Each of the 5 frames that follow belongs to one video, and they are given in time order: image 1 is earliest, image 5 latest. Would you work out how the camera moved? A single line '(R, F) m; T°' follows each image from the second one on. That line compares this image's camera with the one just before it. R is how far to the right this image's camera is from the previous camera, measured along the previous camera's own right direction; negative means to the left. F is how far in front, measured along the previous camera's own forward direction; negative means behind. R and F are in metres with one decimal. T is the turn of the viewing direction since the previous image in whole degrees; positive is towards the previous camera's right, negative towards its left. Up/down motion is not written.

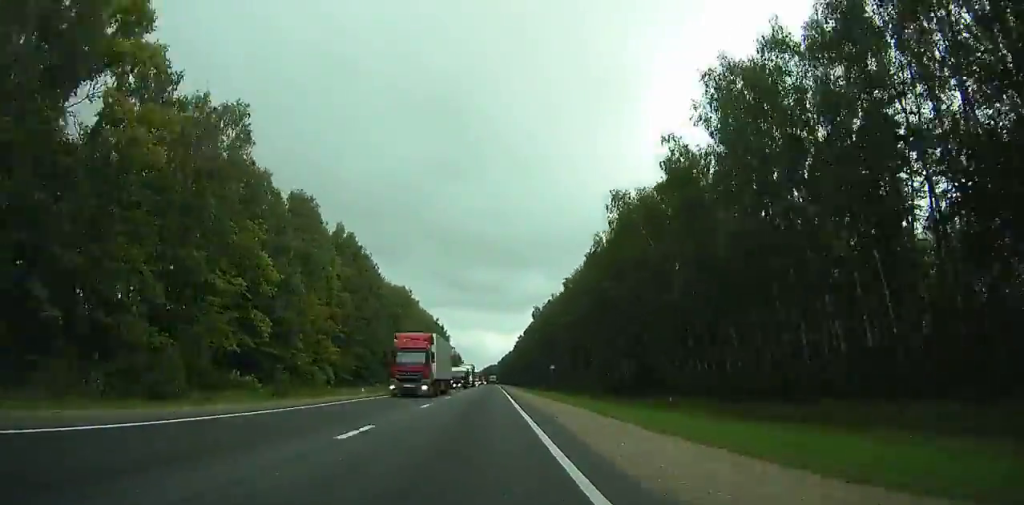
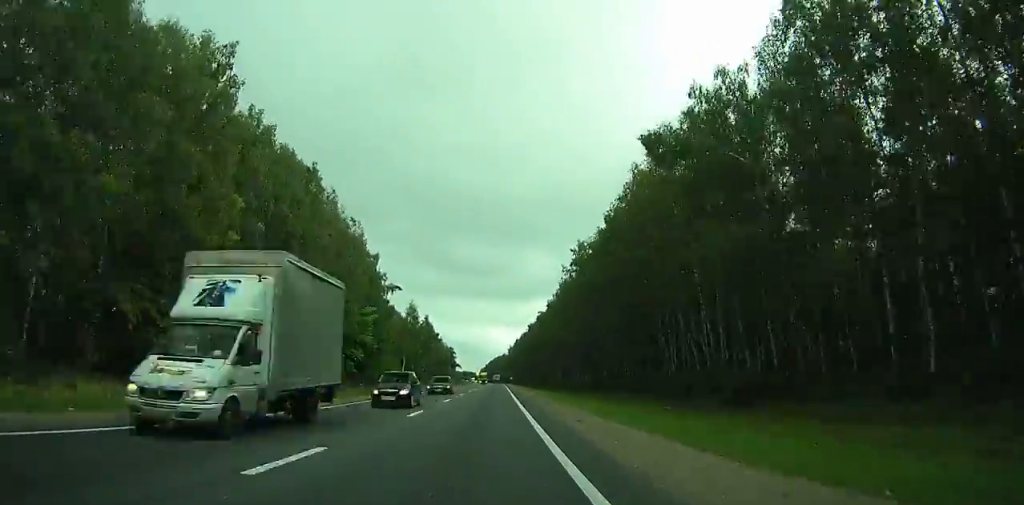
(+0.3, +205.6) m; 0°
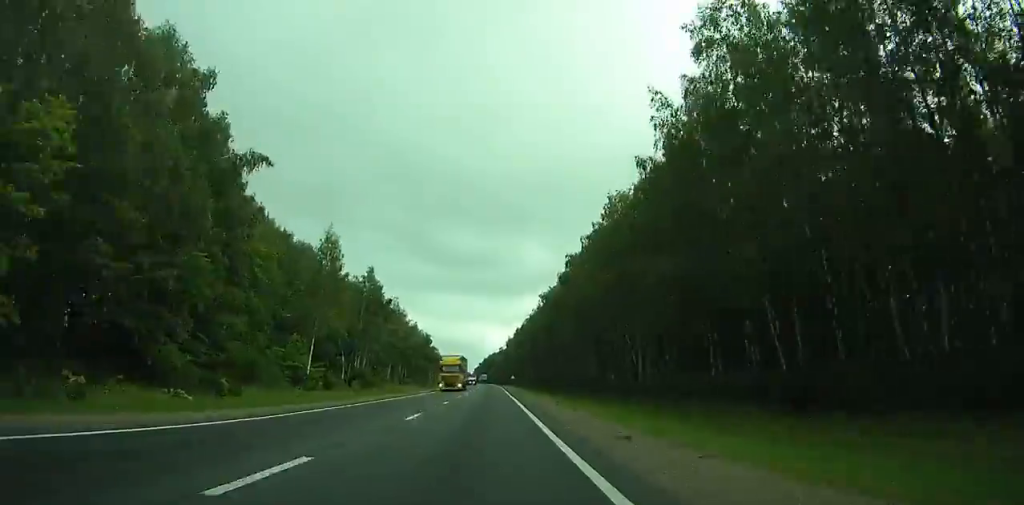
(0.0, +76.6) m; 0°
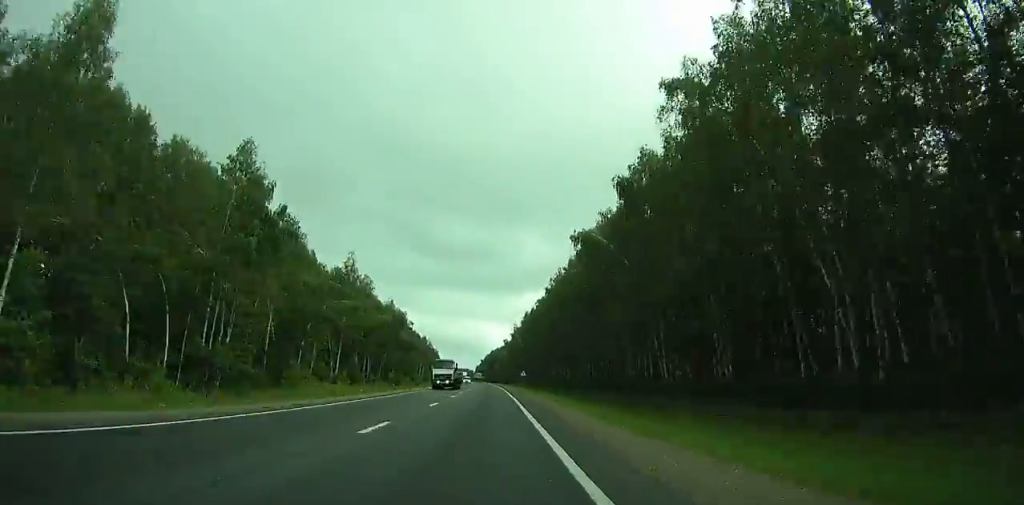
(0.0, +56.5) m; 0°
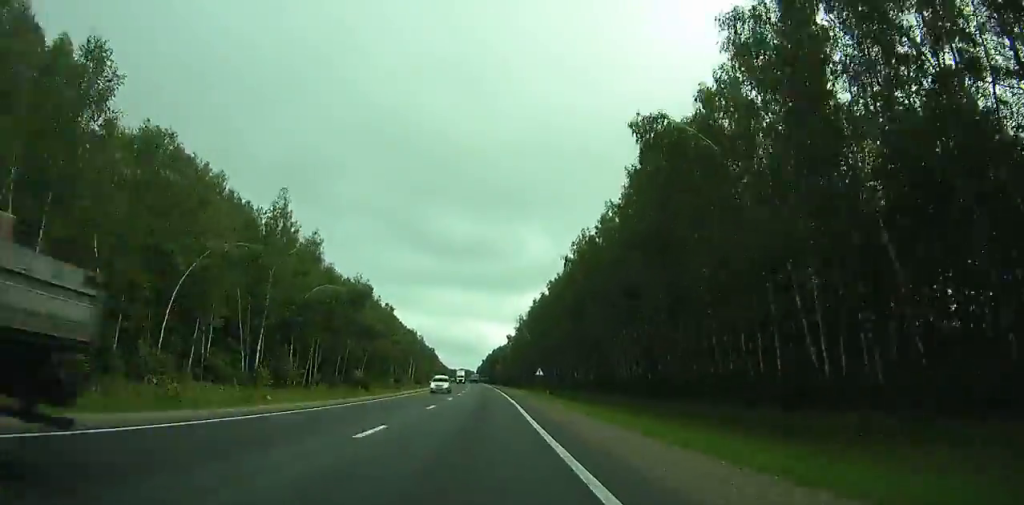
(0.0, +38.7) m; 0°
